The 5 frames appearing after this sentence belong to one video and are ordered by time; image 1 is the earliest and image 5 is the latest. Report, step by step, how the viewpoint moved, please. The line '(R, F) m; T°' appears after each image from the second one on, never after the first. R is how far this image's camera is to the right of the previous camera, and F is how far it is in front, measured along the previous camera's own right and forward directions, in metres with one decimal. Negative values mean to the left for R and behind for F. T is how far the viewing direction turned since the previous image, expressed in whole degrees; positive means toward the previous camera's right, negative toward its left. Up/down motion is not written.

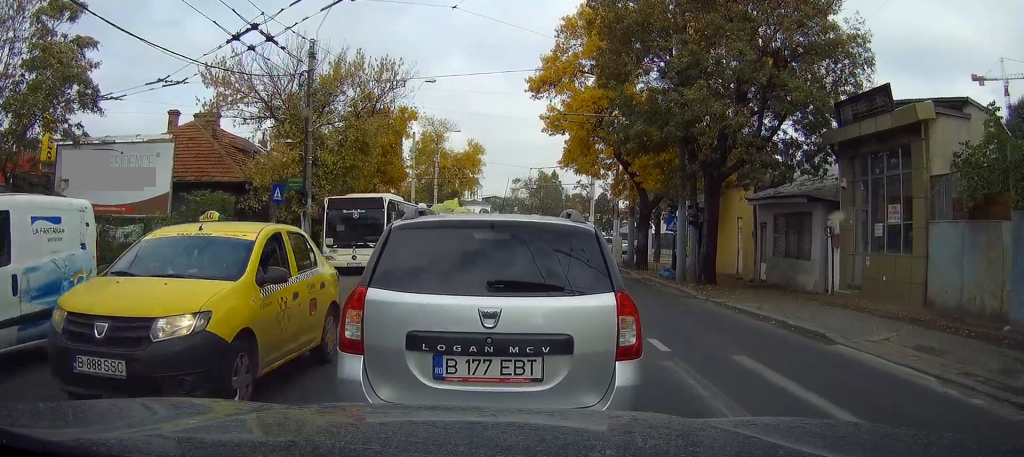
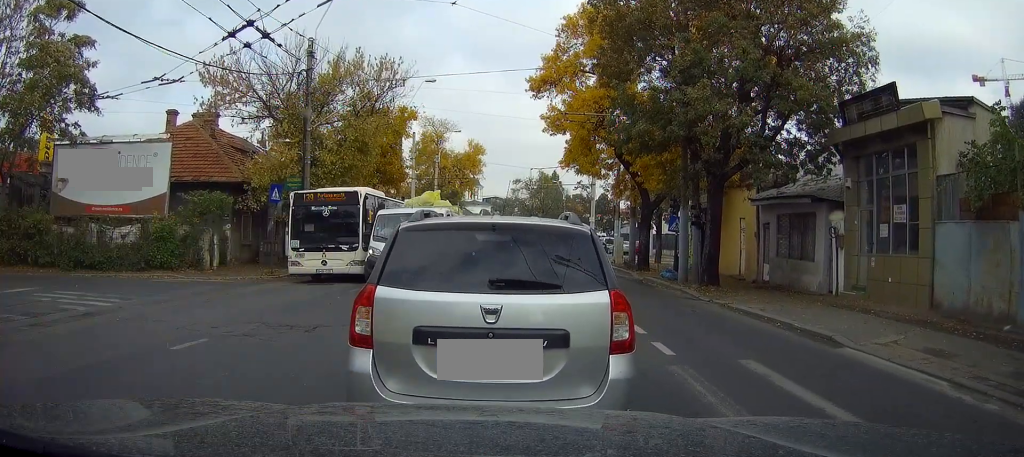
(+0.1, +0.7) m; 0°
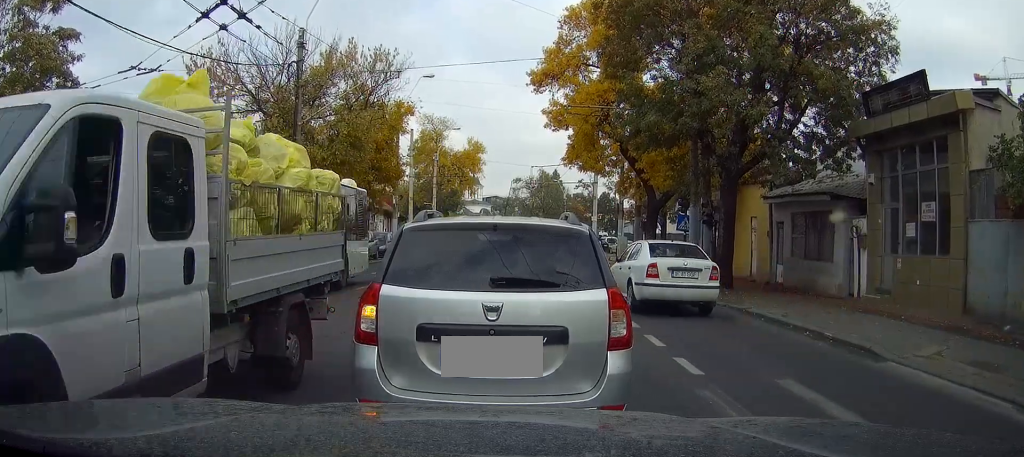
(+0.7, +2.0) m; 0°
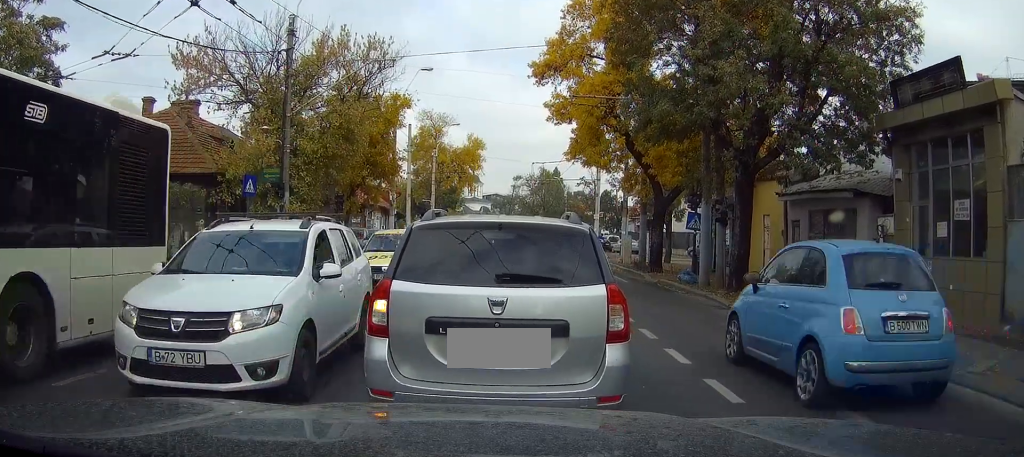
(+0.9, +2.0) m; 0°
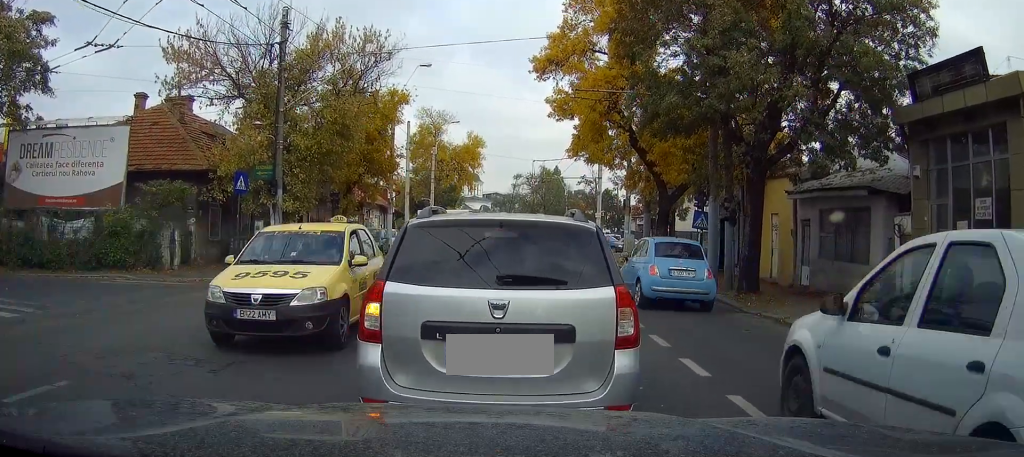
(+0.3, +0.9) m; 0°
